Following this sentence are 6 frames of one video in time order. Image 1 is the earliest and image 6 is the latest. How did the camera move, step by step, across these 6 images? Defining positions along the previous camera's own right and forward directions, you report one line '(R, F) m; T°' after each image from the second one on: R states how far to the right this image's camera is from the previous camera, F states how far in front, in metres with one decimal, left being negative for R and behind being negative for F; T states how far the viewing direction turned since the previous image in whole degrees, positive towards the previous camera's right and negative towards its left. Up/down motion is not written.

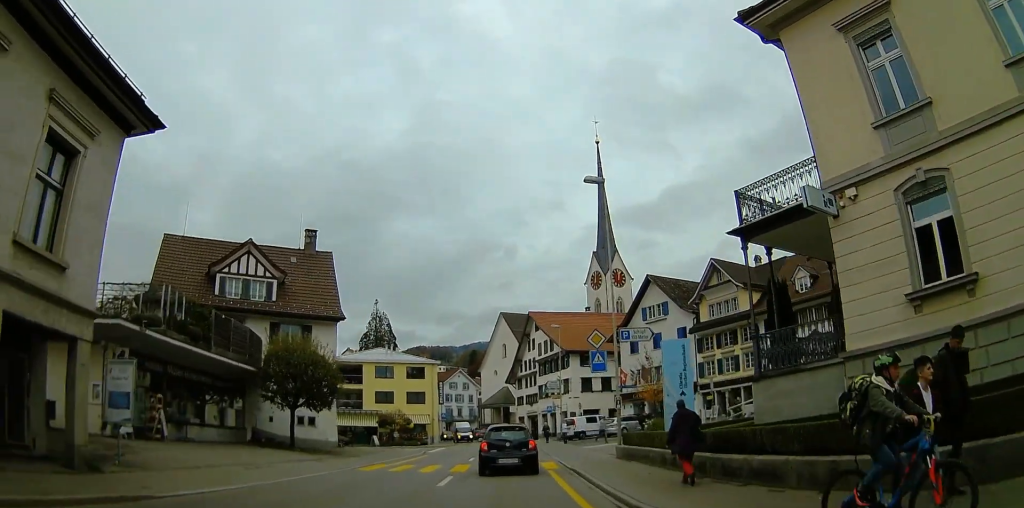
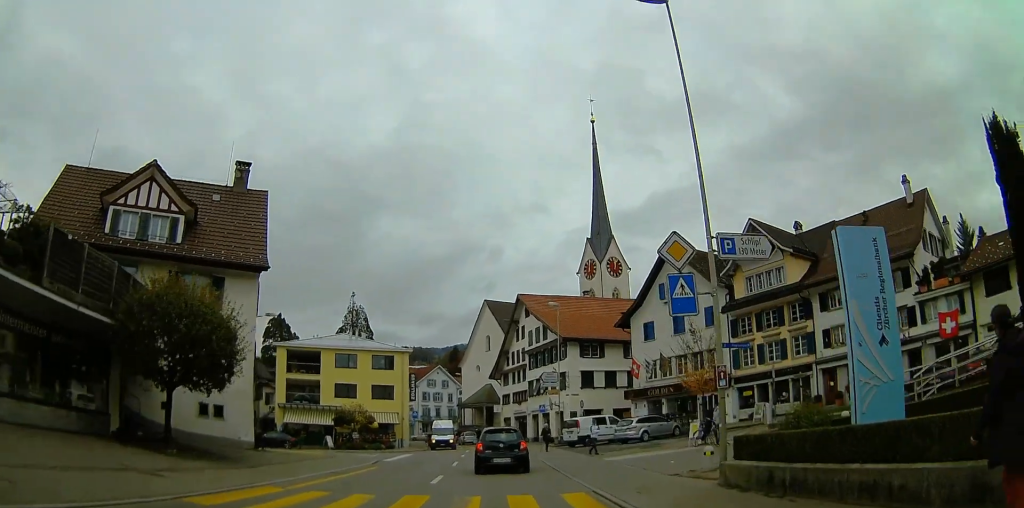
(+0.8, +11.1) m; +4°
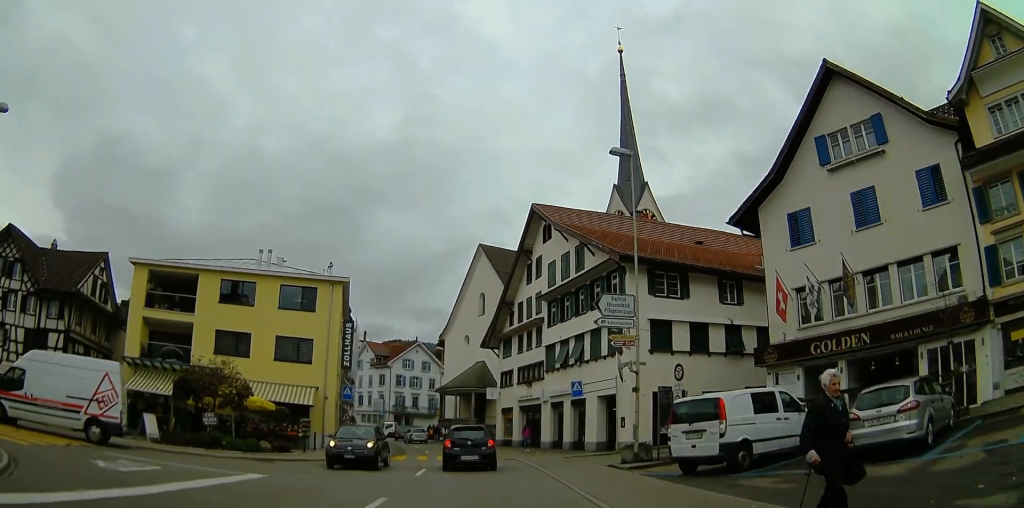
(-0.2, +24.2) m; -3°
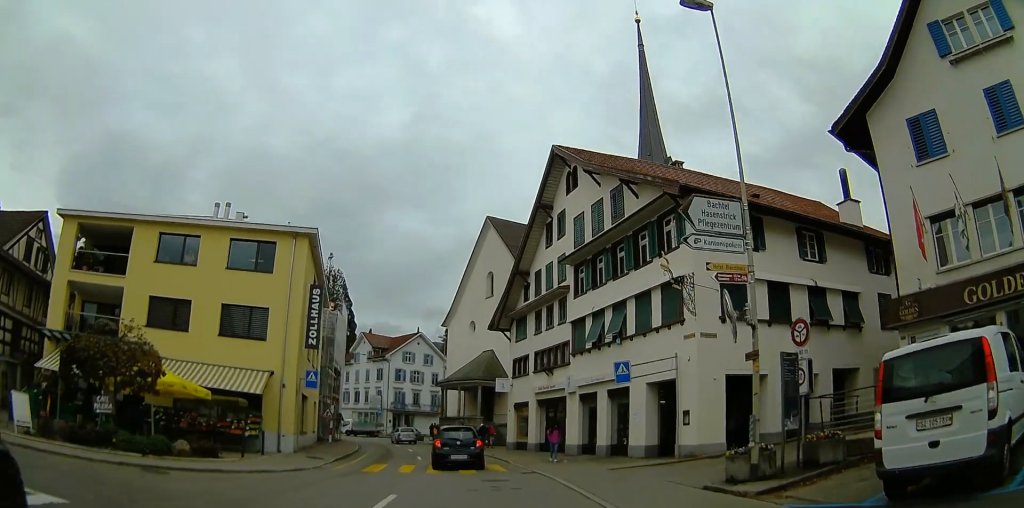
(-0.2, +8.7) m; -2°
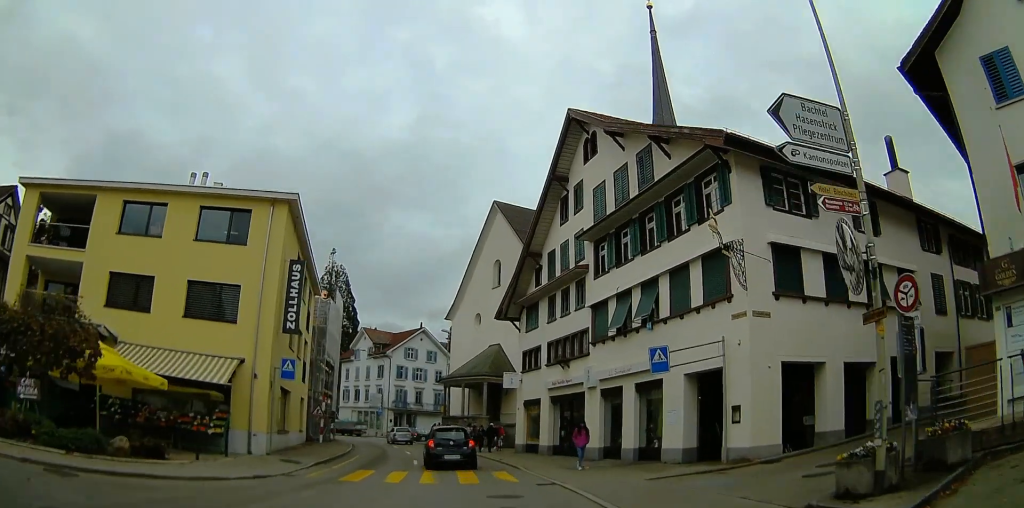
(0.0, +4.1) m; 0°
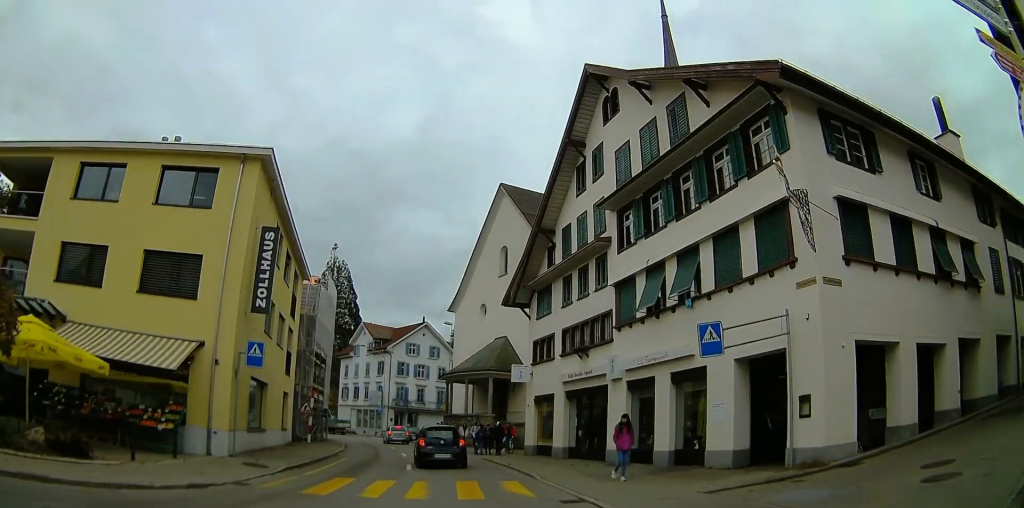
(0.0, +3.8) m; +1°
